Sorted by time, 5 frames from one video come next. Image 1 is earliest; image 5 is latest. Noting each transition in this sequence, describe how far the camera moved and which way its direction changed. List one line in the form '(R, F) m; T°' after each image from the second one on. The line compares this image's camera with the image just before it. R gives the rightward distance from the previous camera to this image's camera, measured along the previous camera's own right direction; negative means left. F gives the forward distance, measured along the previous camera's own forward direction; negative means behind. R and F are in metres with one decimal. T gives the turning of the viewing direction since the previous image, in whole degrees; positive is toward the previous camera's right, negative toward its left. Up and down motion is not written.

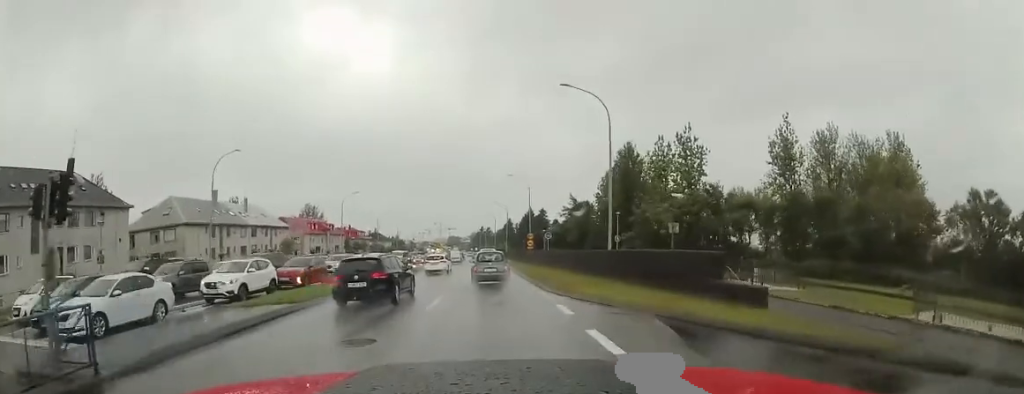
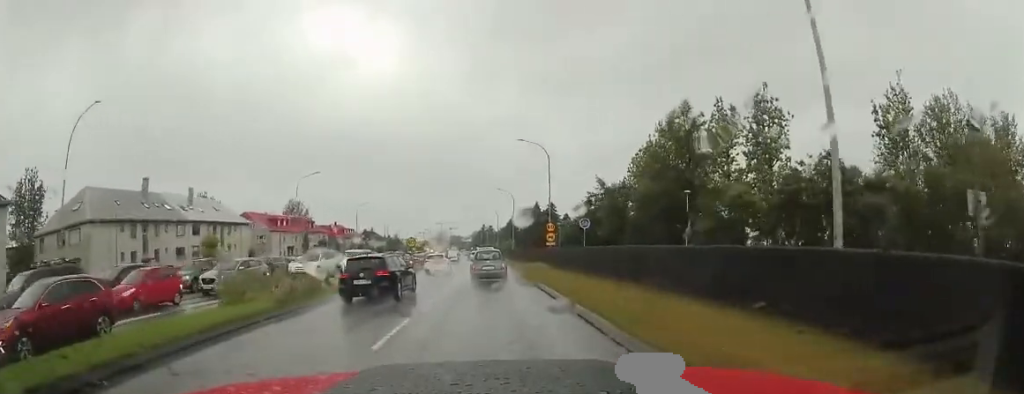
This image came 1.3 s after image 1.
(+0.2, +16.8) m; -2°
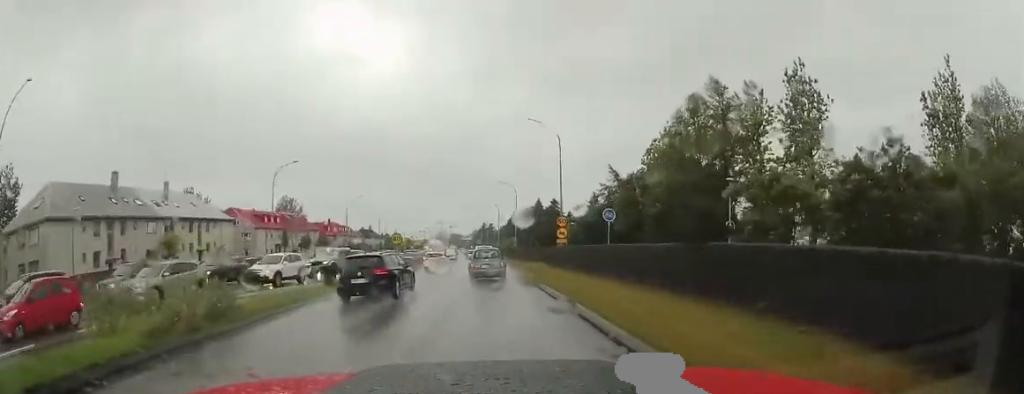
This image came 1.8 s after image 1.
(-0.3, +5.9) m; 0°
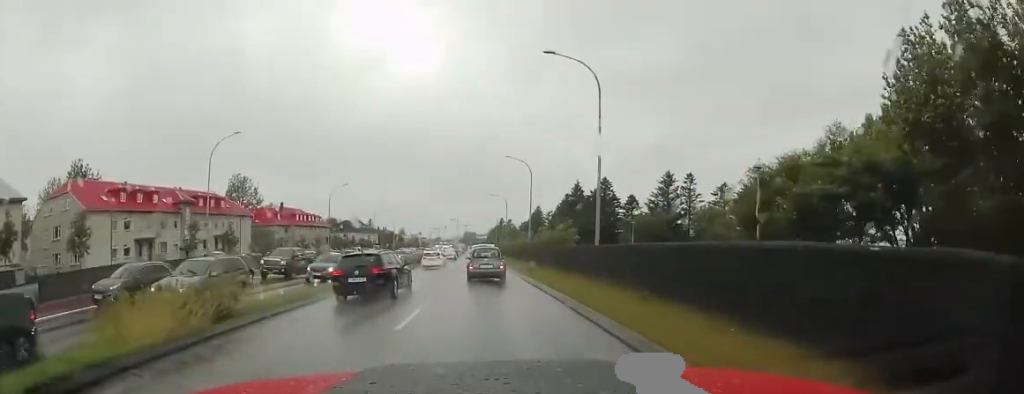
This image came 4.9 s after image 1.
(-0.3, +42.7) m; -1°
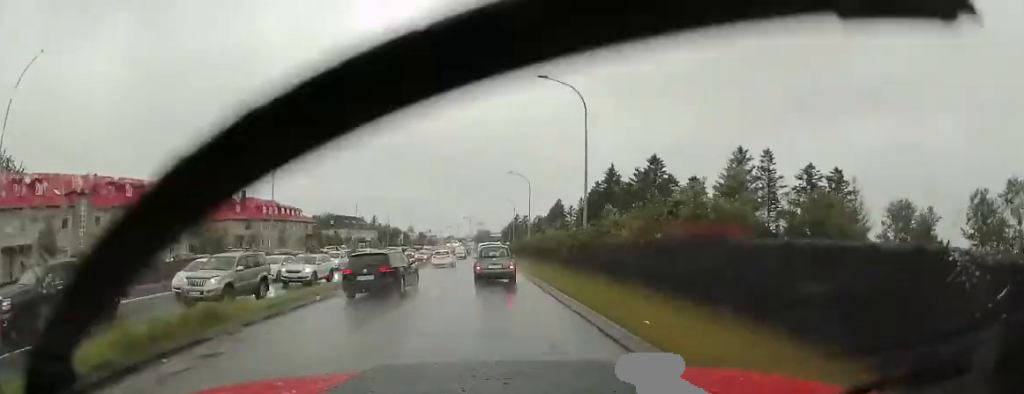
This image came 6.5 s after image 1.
(-0.1, +21.1) m; -2°
